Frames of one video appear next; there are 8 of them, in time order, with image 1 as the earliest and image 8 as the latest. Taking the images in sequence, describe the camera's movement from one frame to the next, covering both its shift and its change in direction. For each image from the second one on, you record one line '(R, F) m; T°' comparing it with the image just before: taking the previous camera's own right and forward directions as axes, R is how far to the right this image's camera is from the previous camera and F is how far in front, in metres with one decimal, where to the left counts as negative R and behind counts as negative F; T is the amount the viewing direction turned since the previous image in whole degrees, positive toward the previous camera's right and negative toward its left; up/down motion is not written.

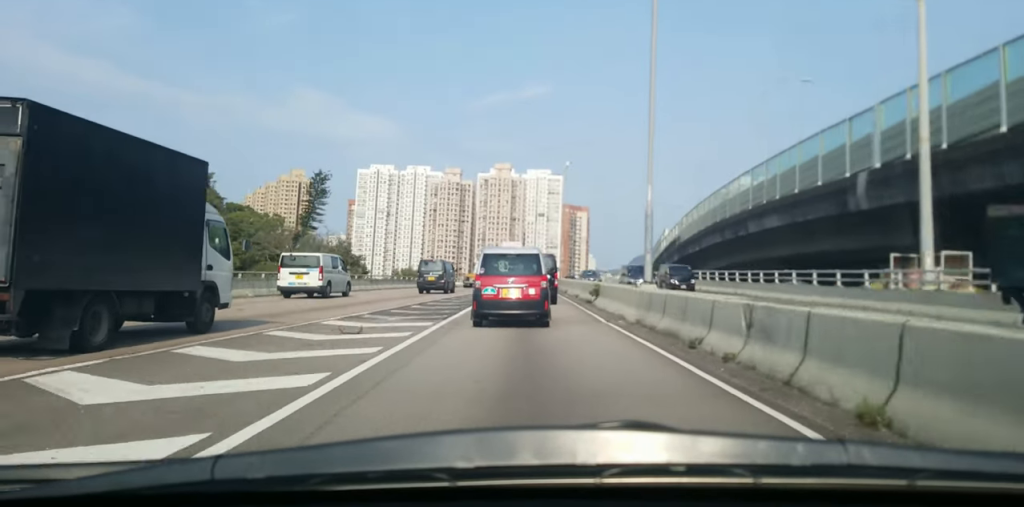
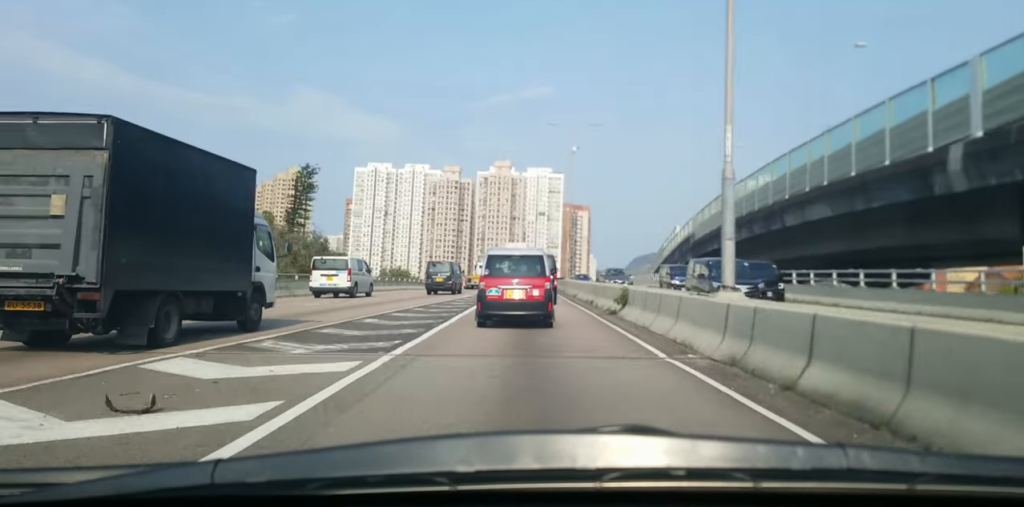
(0.0, +8.5) m; +1°
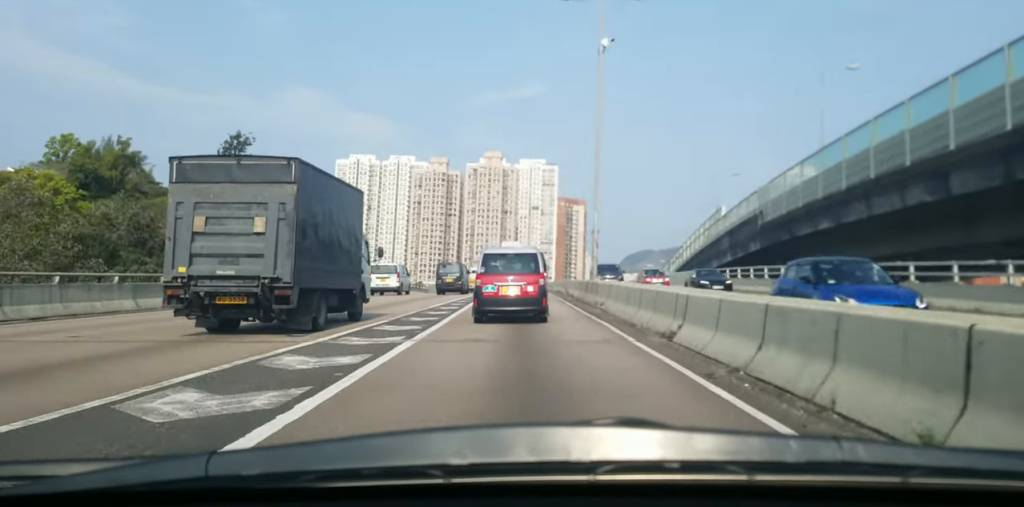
(+0.6, +27.9) m; 0°
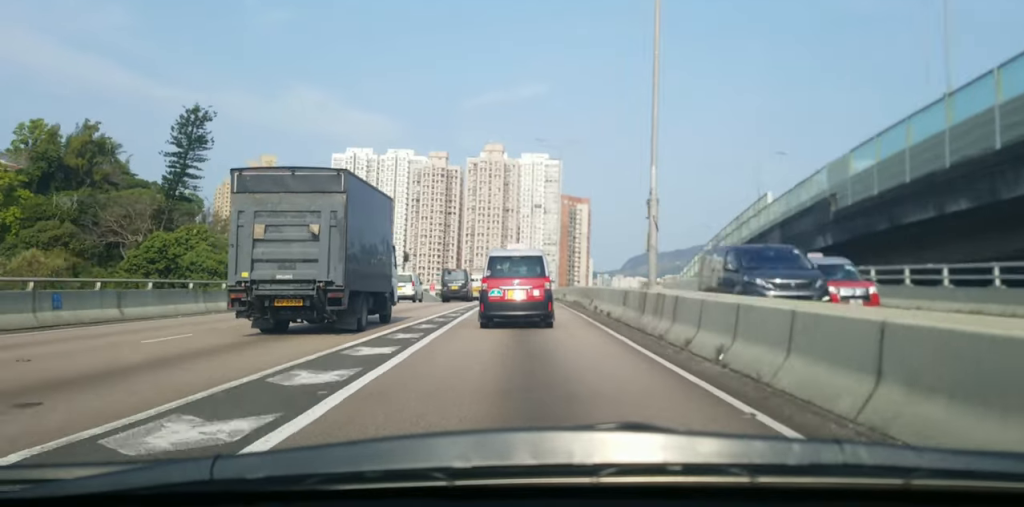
(-0.8, +12.8) m; 0°
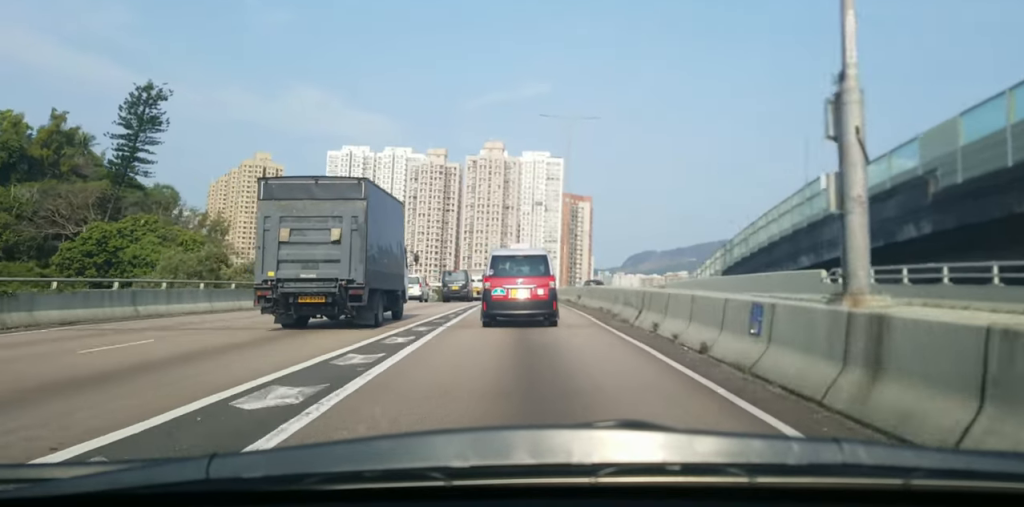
(+0.8, +11.5) m; +1°
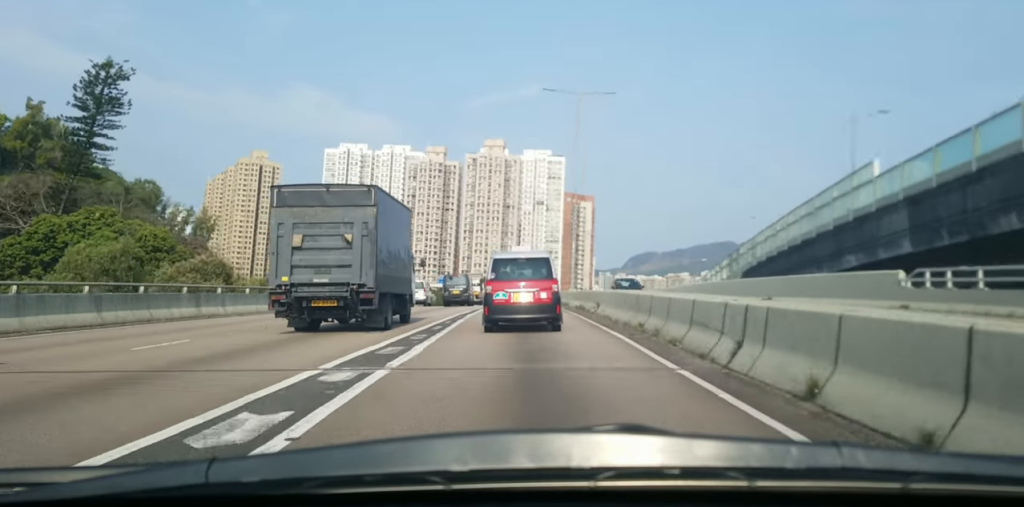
(+0.1, +7.2) m; 0°
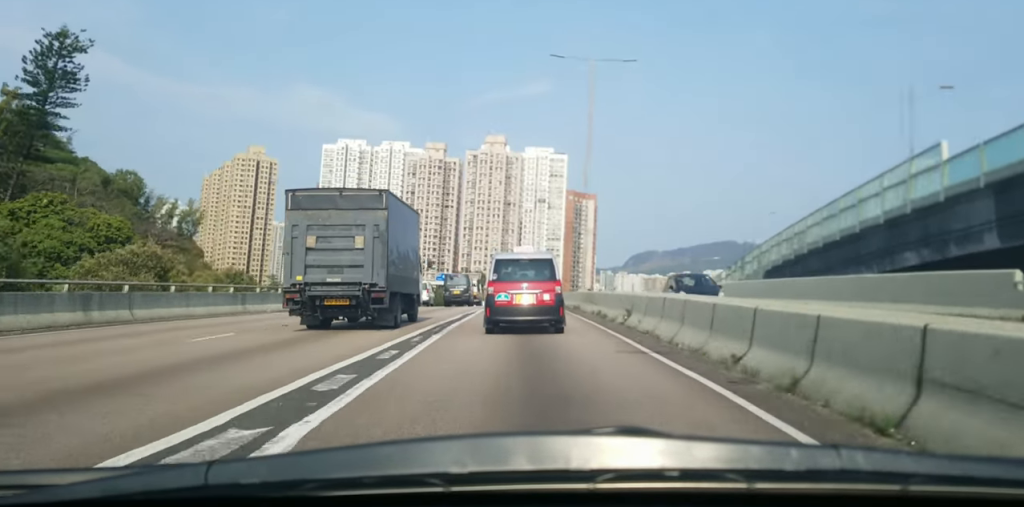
(-0.2, +7.1) m; 0°
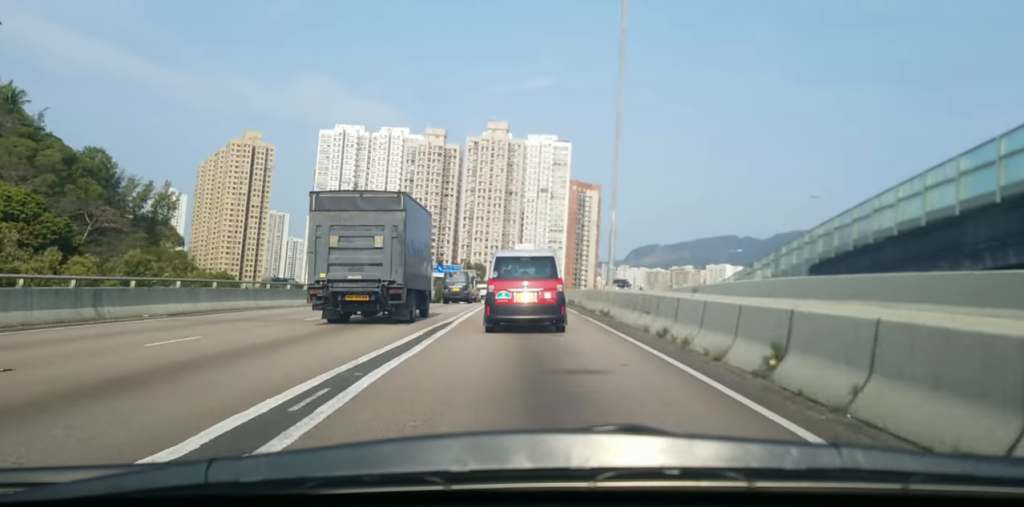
(0.0, +10.6) m; 0°
